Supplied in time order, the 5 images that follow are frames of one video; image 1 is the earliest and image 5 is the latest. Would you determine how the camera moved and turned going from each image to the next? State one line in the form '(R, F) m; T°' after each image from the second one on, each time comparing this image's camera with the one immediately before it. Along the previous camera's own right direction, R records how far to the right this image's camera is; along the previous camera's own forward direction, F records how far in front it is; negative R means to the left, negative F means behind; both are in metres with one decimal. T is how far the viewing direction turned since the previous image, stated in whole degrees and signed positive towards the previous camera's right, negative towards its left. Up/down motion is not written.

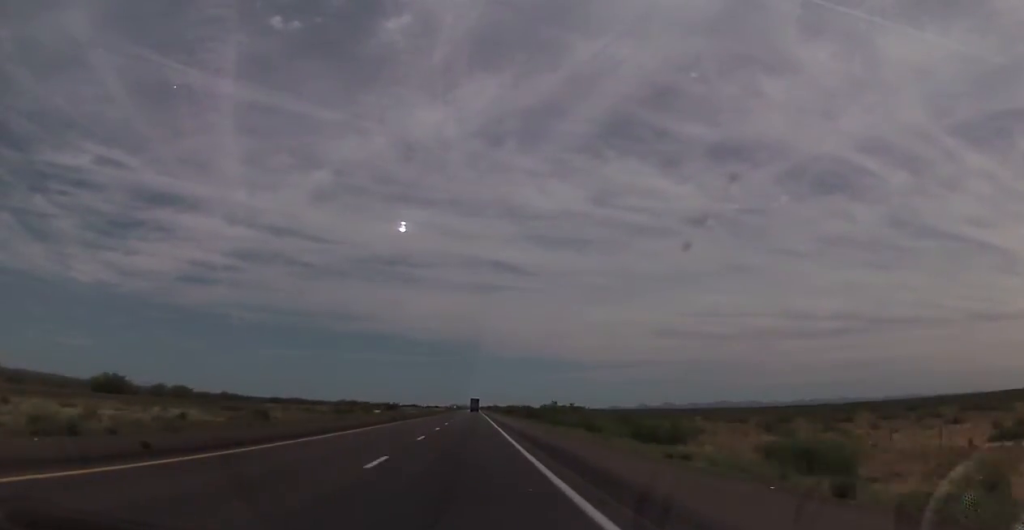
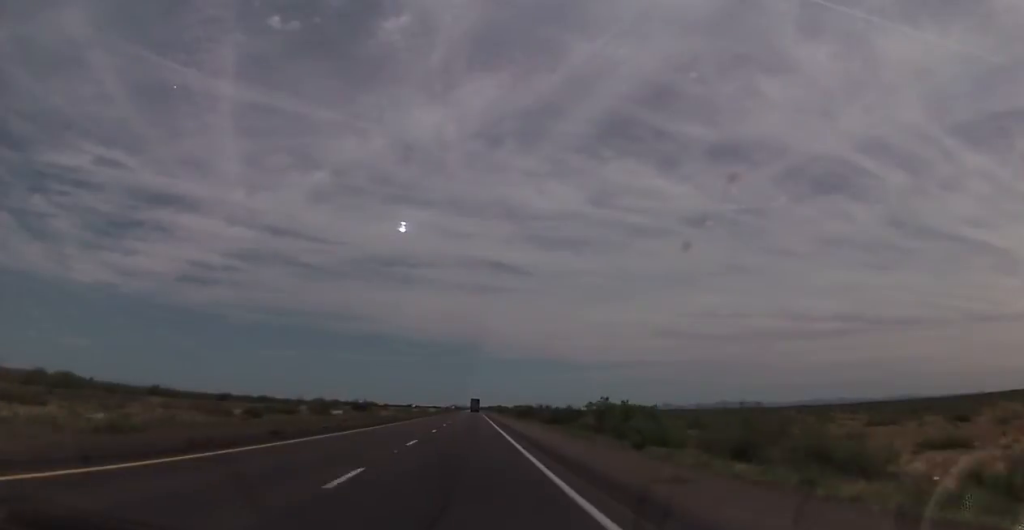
(-0.1, +39.0) m; 0°
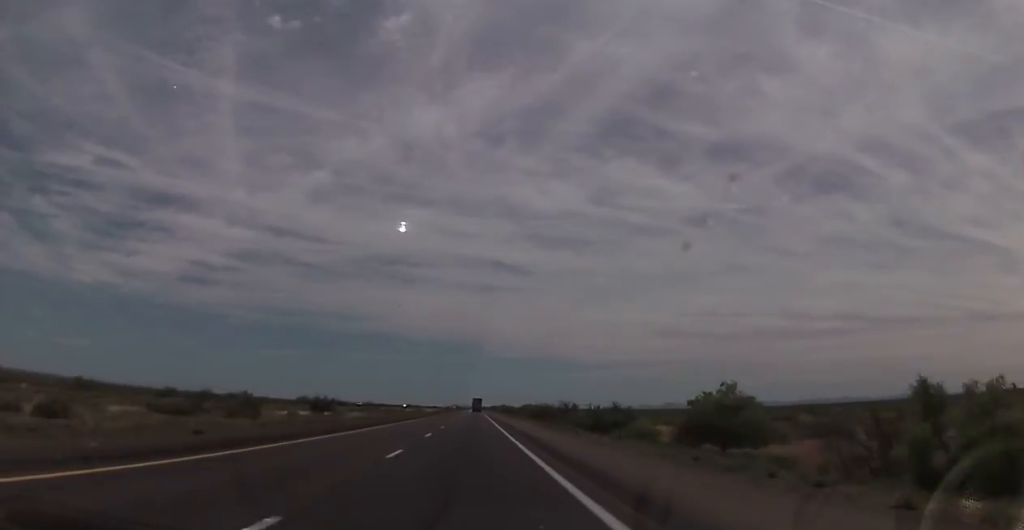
(0.0, +29.5) m; 0°
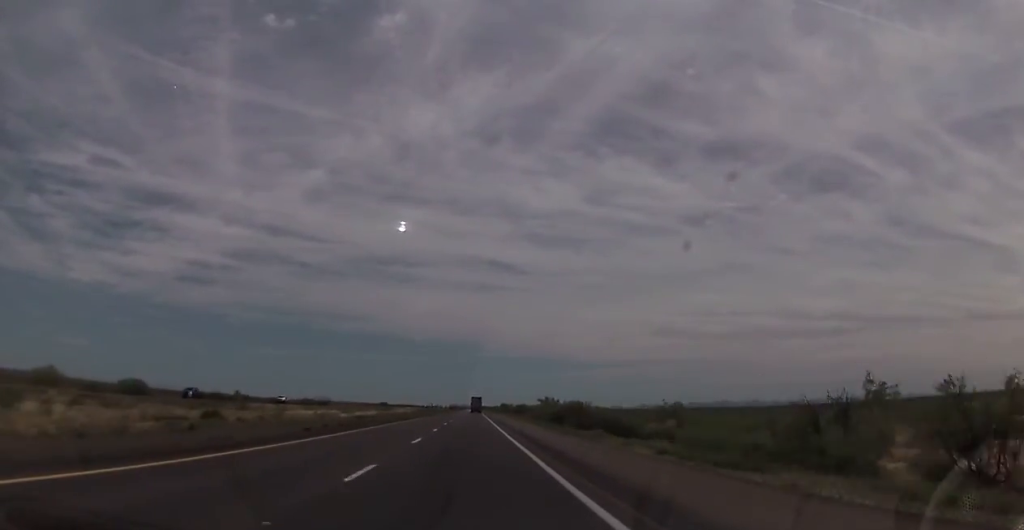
(+0.2, +133.9) m; 0°
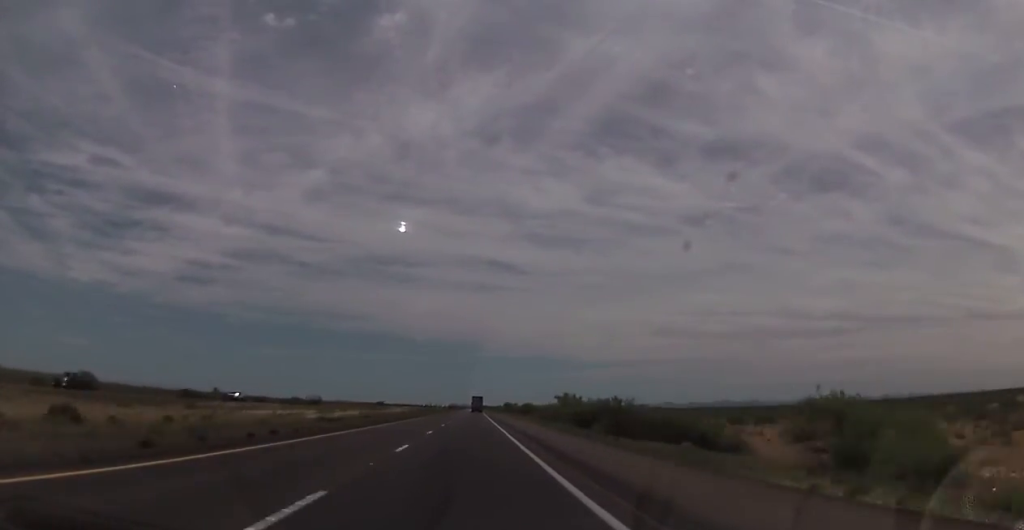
(0.0, +18.6) m; 0°
